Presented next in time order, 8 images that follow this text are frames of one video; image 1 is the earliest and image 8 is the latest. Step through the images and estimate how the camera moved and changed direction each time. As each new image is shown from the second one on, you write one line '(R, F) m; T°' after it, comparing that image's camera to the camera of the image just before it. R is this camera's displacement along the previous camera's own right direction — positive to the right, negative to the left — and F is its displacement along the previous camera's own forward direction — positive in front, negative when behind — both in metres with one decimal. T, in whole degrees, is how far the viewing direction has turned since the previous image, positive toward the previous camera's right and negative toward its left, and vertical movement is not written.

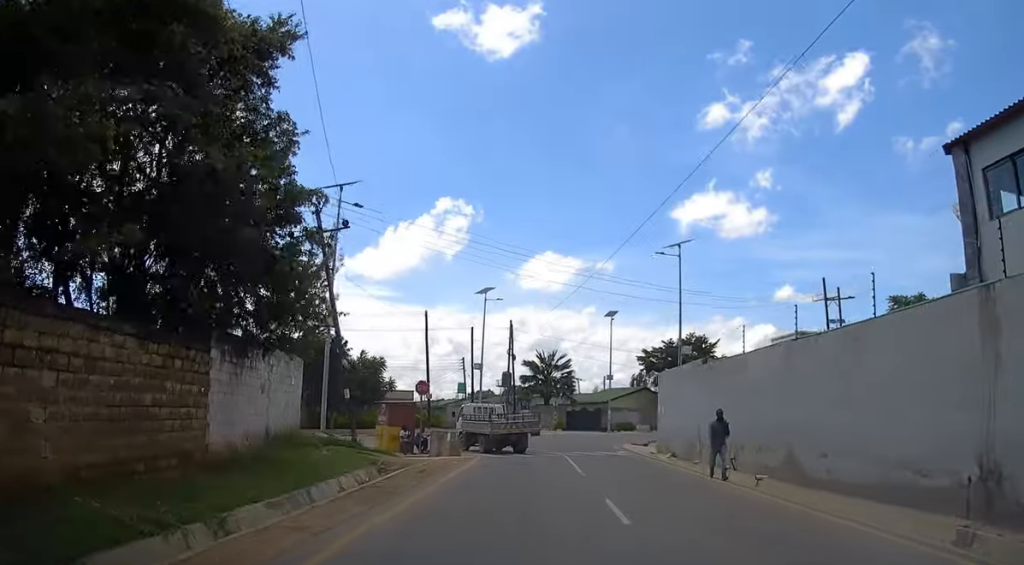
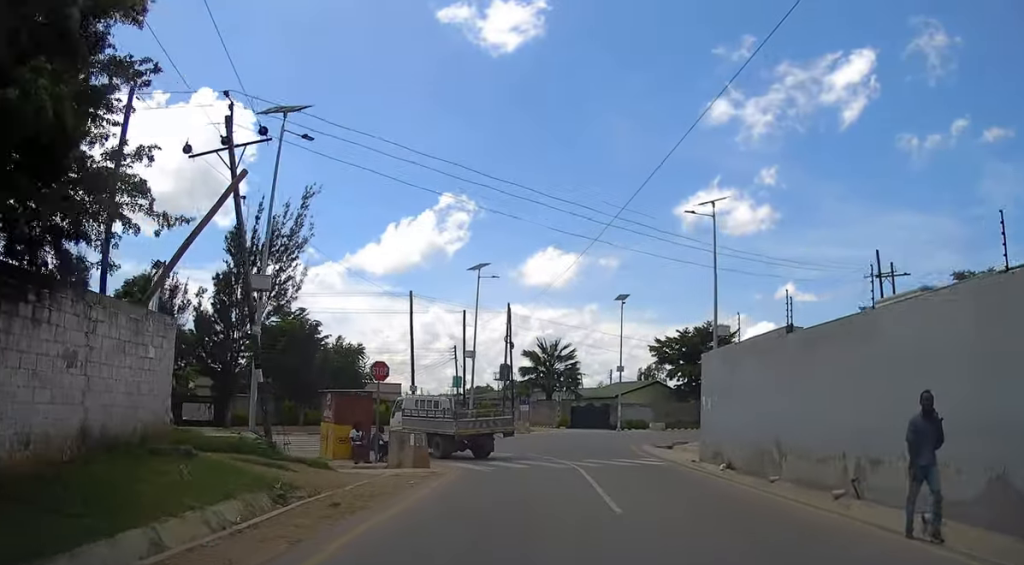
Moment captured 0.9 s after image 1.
(-0.2, +7.9) m; 0°
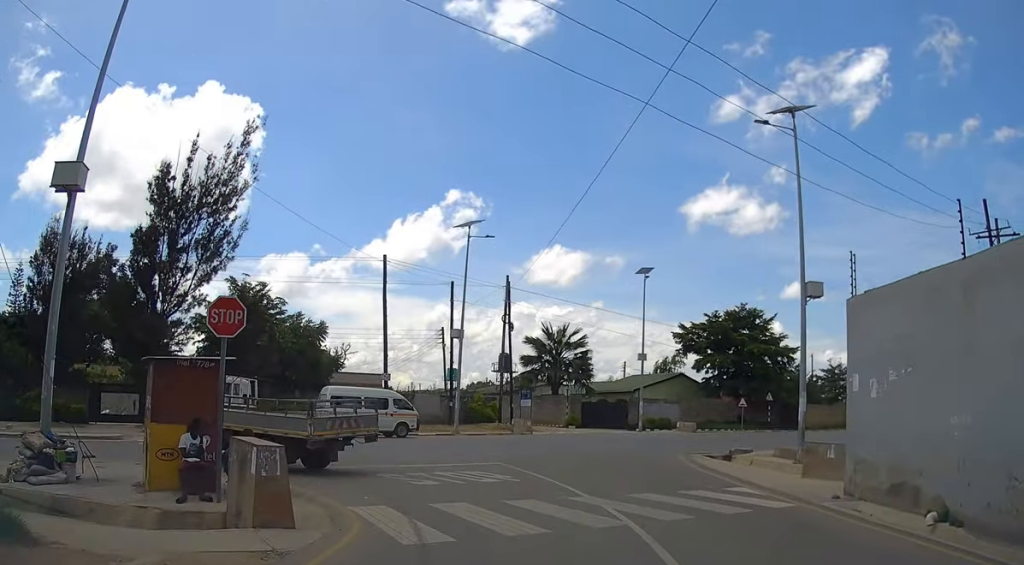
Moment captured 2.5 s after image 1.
(+0.2, +10.6) m; +1°
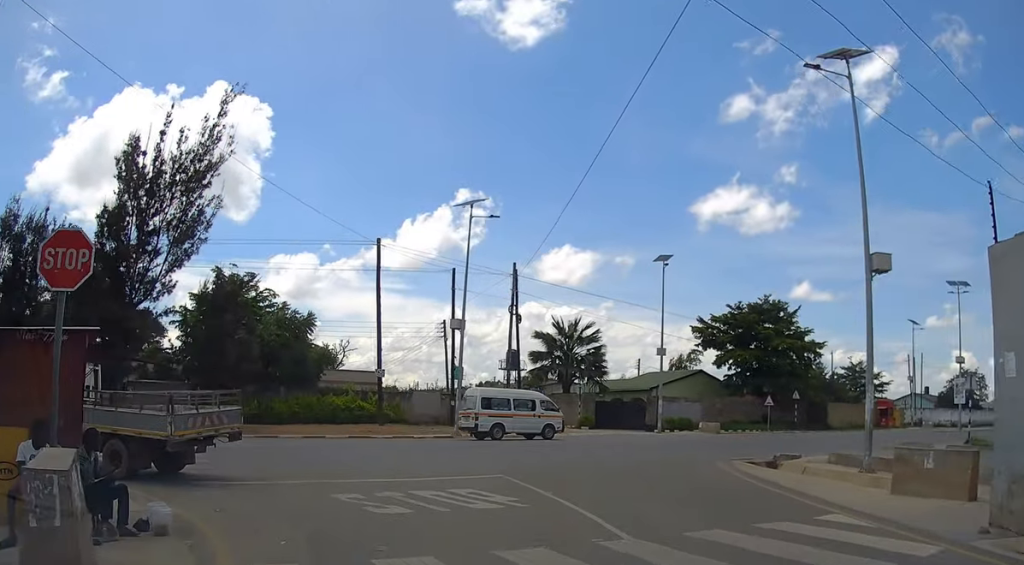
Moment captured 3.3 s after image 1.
(0.0, +4.0) m; -2°
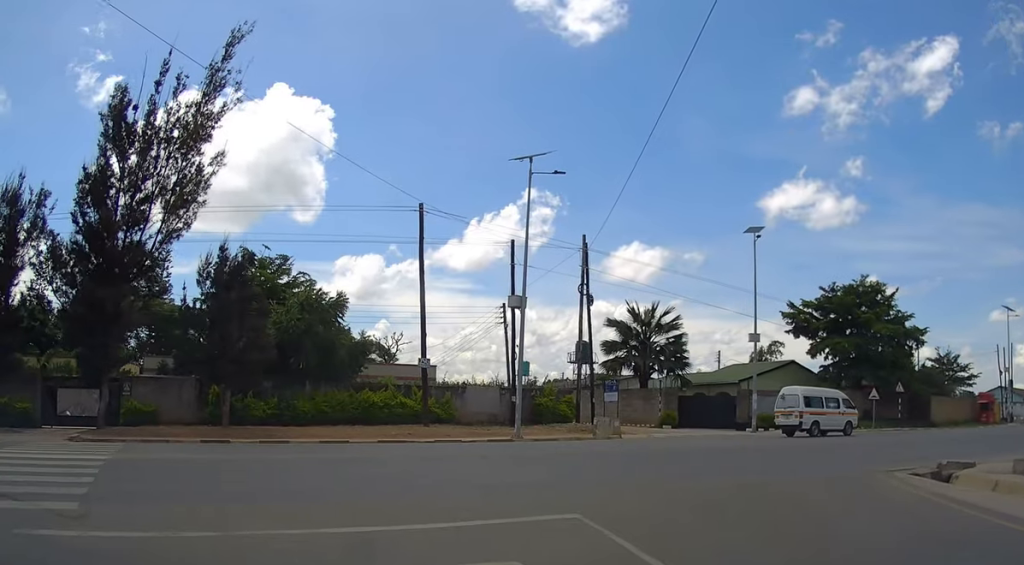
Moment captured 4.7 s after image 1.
(-0.3, +6.1) m; -11°
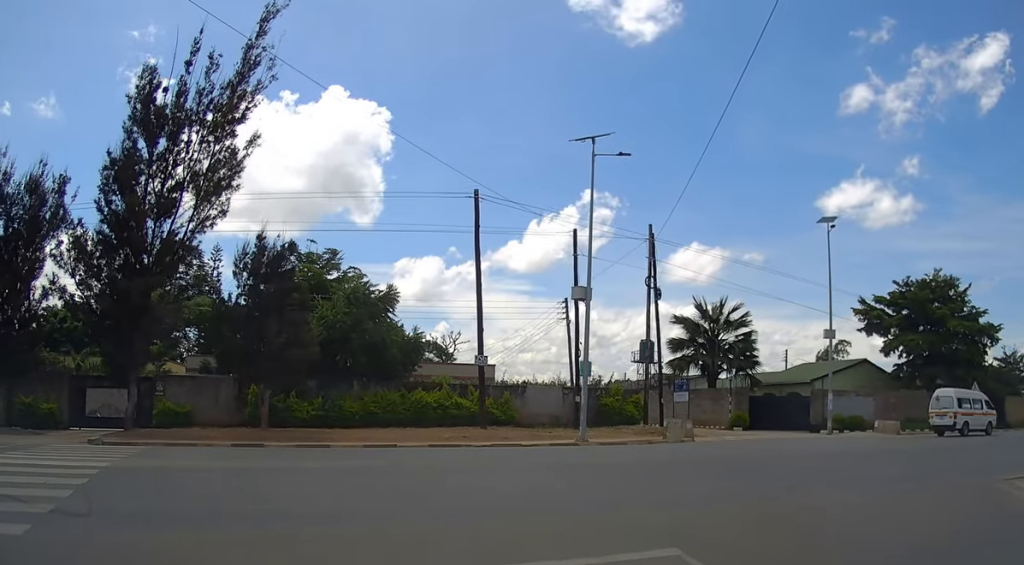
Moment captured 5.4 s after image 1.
(-0.2, +2.1) m; -7°
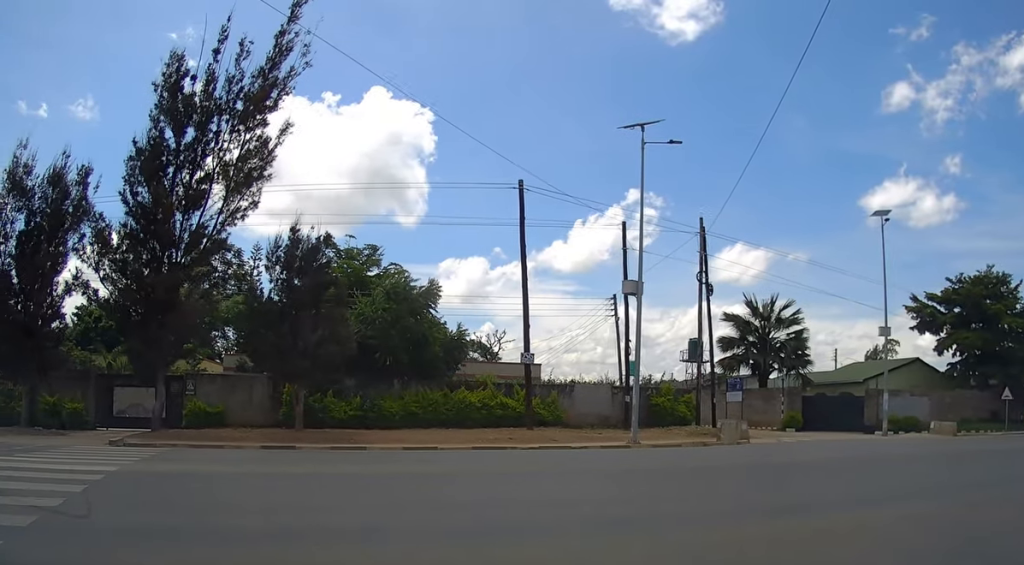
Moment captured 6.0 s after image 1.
(-0.1, +1.3) m; -5°
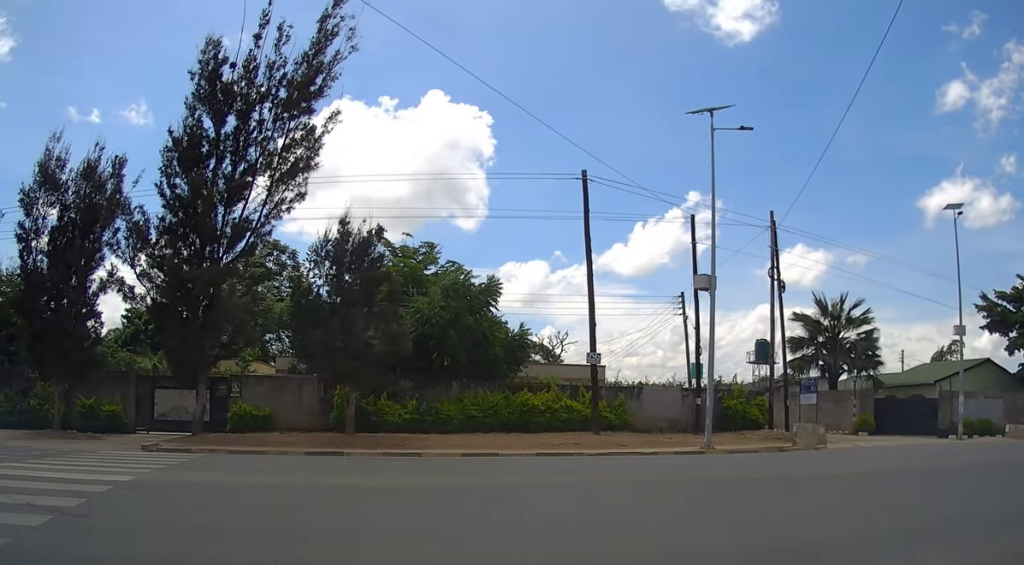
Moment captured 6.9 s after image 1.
(-0.1, +1.5) m; -5°
